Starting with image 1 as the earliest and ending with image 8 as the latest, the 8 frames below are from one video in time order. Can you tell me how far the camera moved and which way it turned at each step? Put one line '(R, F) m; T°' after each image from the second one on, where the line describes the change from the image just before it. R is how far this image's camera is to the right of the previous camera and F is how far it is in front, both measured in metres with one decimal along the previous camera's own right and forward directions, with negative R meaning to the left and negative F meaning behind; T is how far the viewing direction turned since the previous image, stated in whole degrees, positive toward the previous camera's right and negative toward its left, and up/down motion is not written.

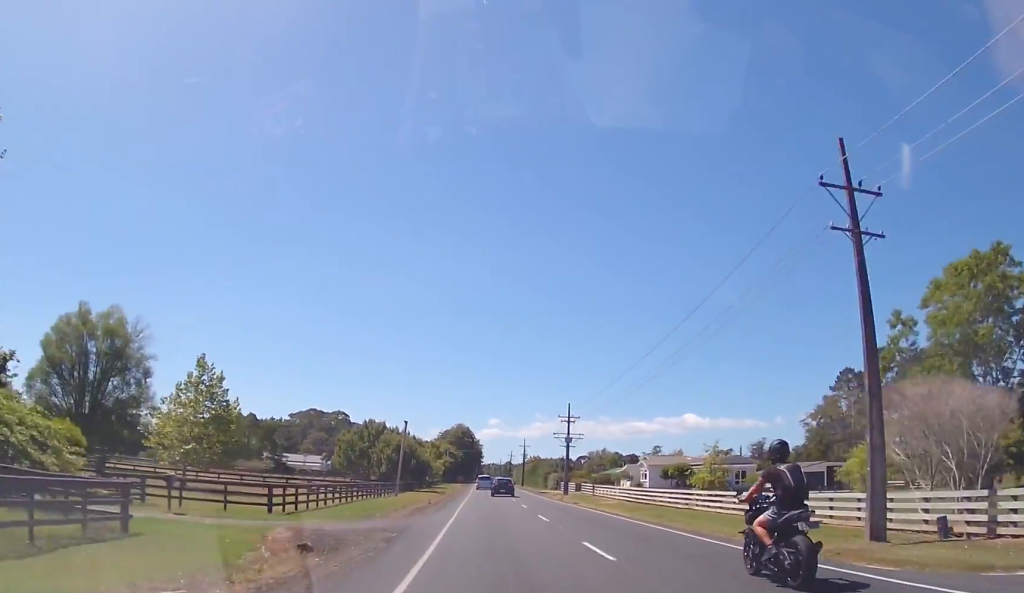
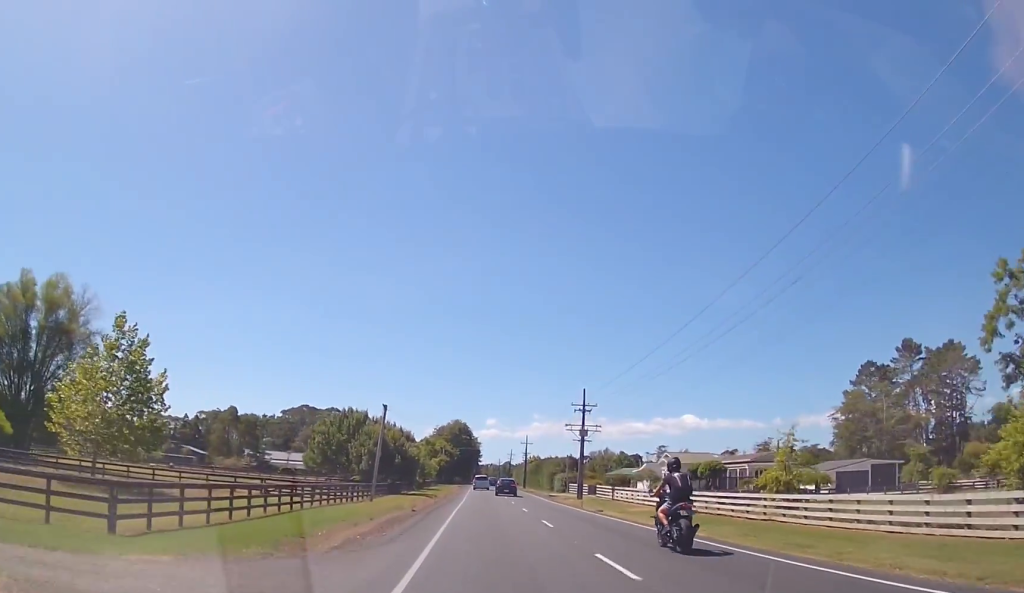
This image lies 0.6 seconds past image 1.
(+0.1, +12.0) m; 0°
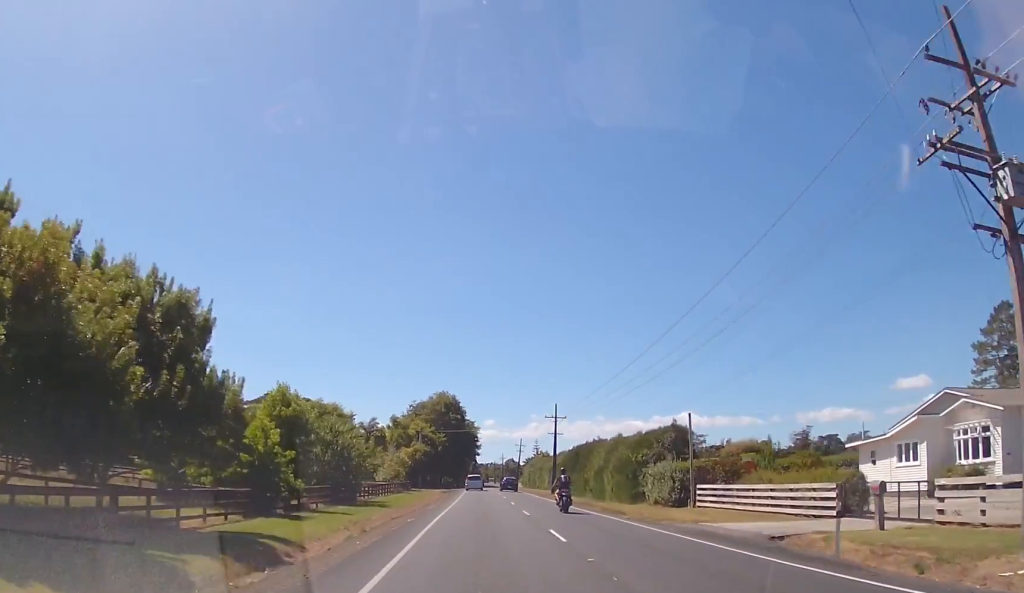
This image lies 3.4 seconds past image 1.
(-0.3, +53.7) m; -1°
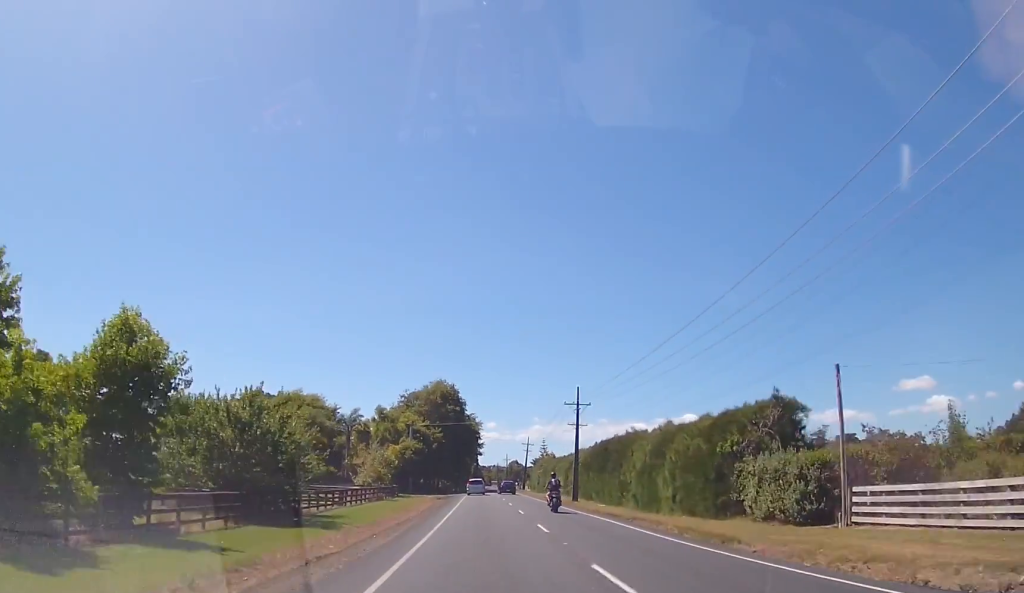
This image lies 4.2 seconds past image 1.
(0.0, +15.3) m; 0°
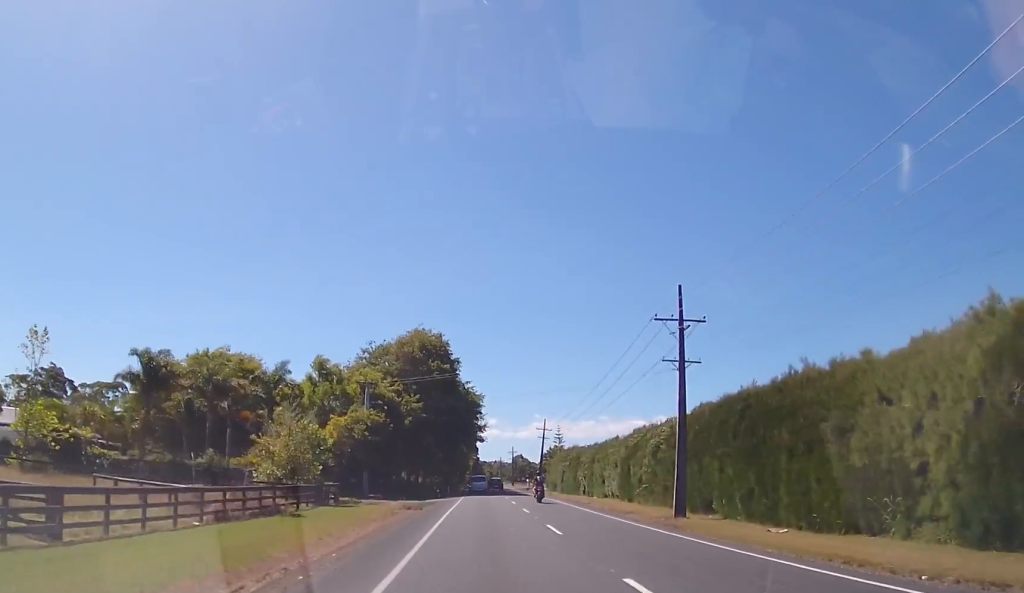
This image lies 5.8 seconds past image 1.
(+0.3, +31.2) m; +1°
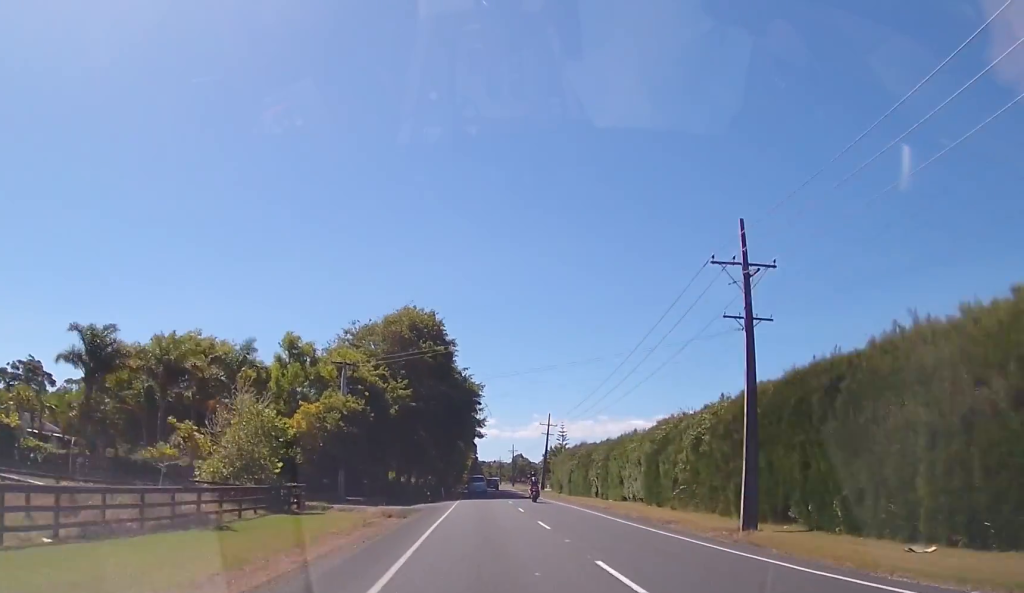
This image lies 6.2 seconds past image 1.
(+0.1, +7.9) m; 0°
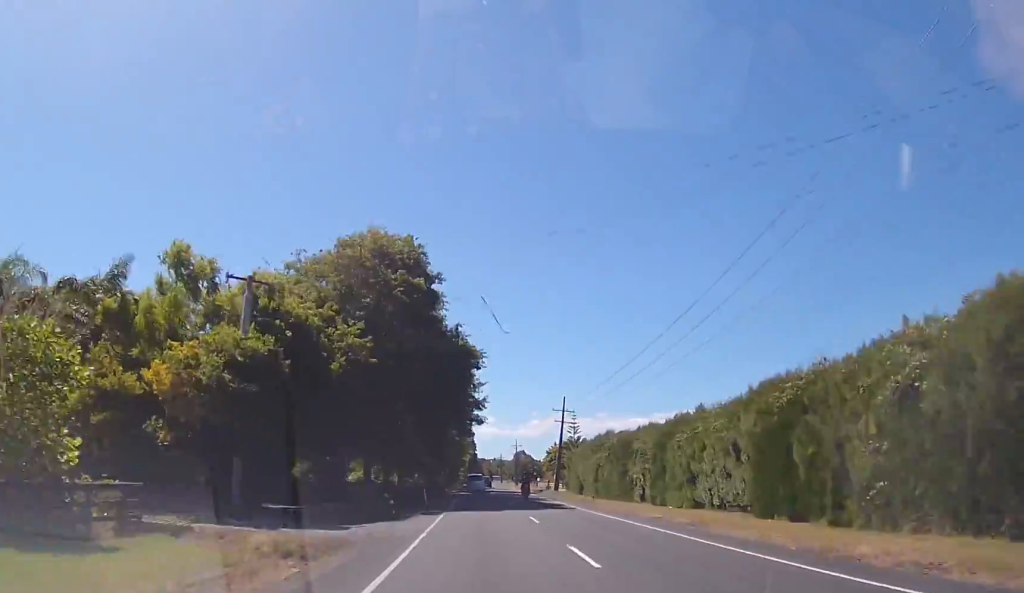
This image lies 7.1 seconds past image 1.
(0.0, +17.4) m; 0°
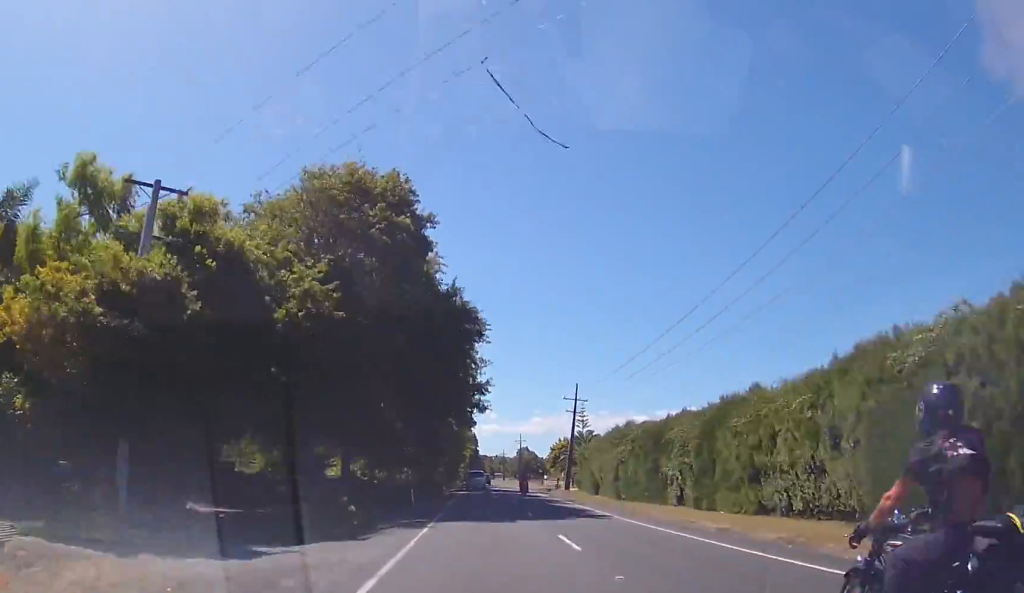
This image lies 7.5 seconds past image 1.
(0.0, +7.9) m; 0°
